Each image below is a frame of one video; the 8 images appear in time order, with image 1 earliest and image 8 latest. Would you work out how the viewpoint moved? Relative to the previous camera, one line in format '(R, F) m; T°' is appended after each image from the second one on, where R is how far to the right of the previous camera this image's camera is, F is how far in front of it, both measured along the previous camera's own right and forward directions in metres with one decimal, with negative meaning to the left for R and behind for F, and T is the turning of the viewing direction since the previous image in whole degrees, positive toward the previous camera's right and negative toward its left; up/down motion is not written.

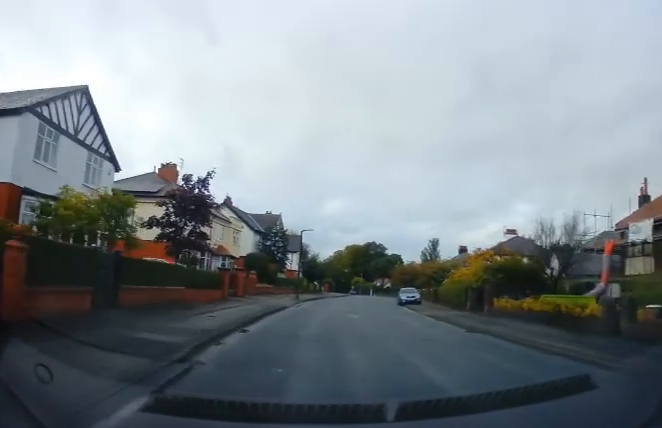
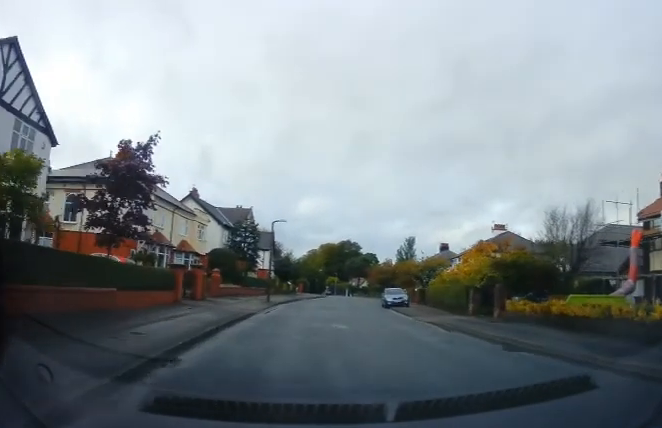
(+0.1, +4.9) m; +3°
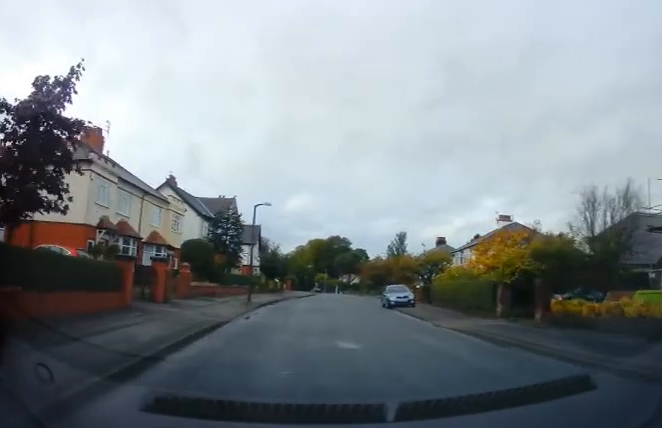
(+0.2, +4.9) m; +2°
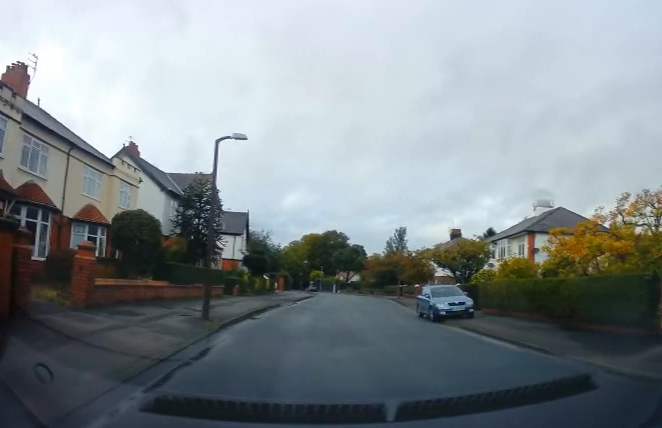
(-0.6, +10.6) m; -4°
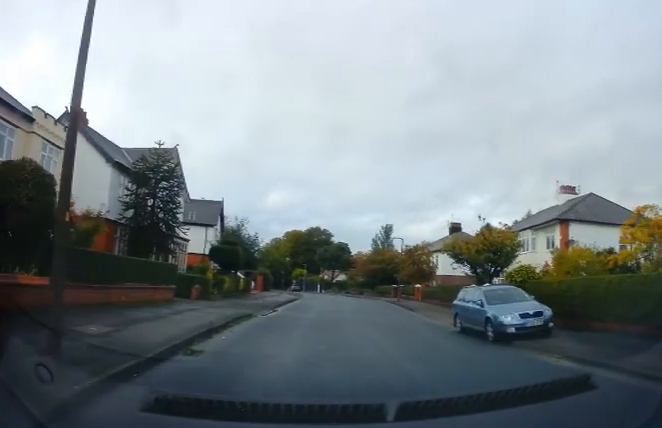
(+0.3, +7.4) m; +5°
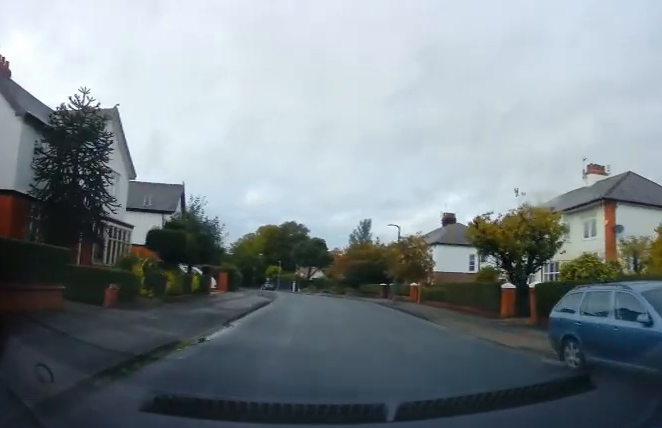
(+0.3, +7.4) m; +4°
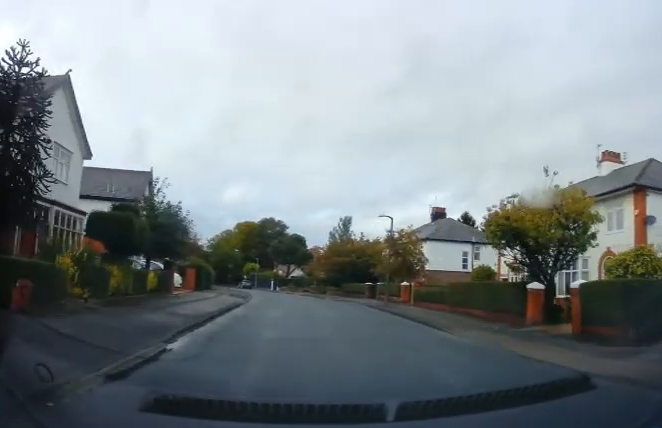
(+0.1, +3.9) m; +5°
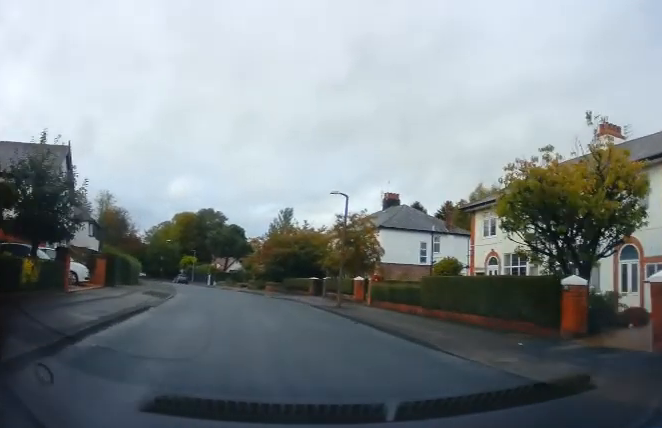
(+0.5, +5.5) m; +6°
